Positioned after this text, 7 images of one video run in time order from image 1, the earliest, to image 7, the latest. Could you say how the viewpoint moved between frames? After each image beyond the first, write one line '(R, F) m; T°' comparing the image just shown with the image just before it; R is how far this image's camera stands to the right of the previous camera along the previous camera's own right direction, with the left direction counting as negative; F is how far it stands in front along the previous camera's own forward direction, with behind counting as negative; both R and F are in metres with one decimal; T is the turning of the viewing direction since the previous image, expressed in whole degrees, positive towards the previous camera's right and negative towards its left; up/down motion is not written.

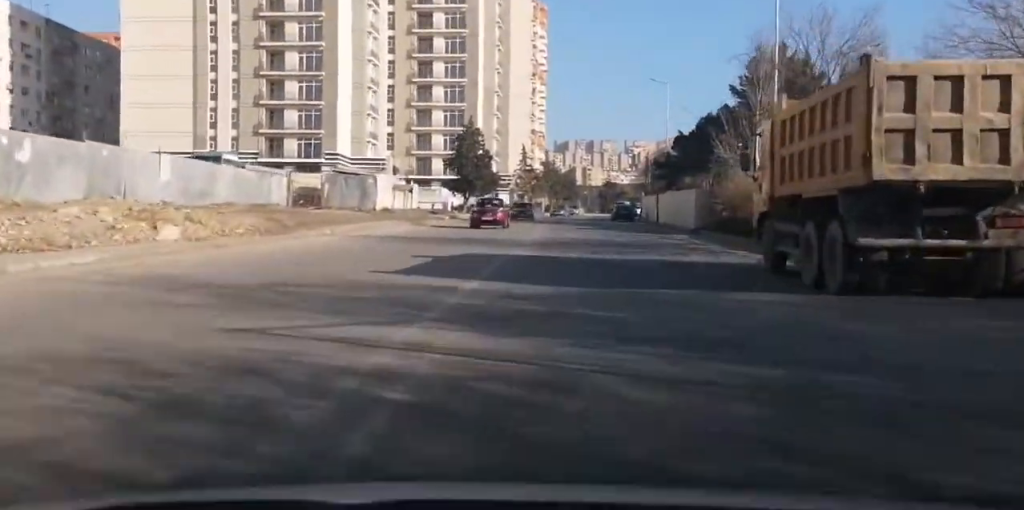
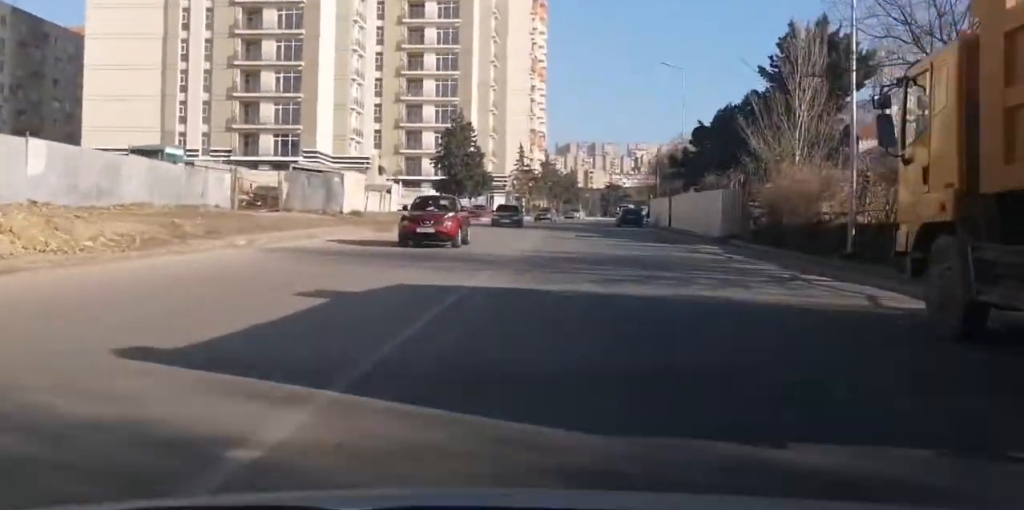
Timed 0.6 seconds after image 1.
(-0.1, +9.3) m; -1°
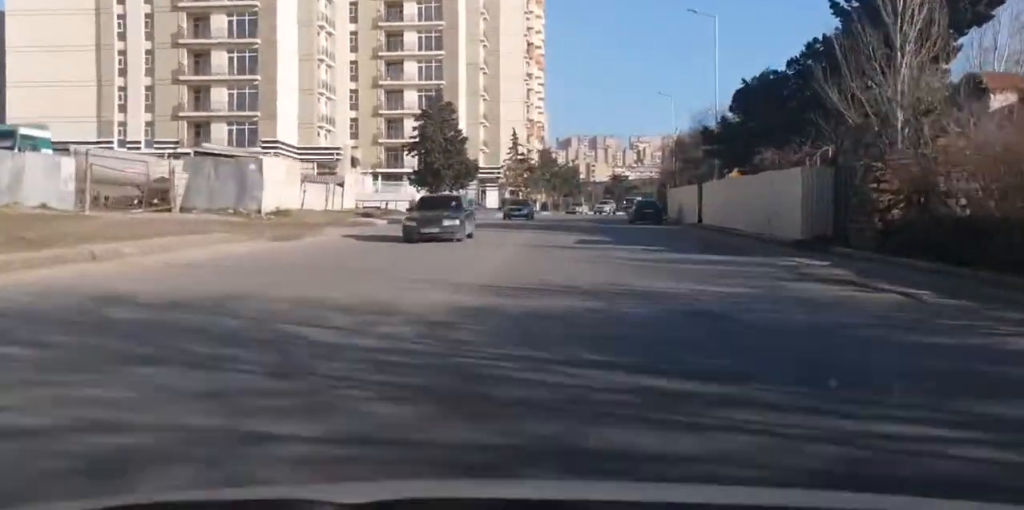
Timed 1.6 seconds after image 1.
(-0.3, +13.9) m; -1°
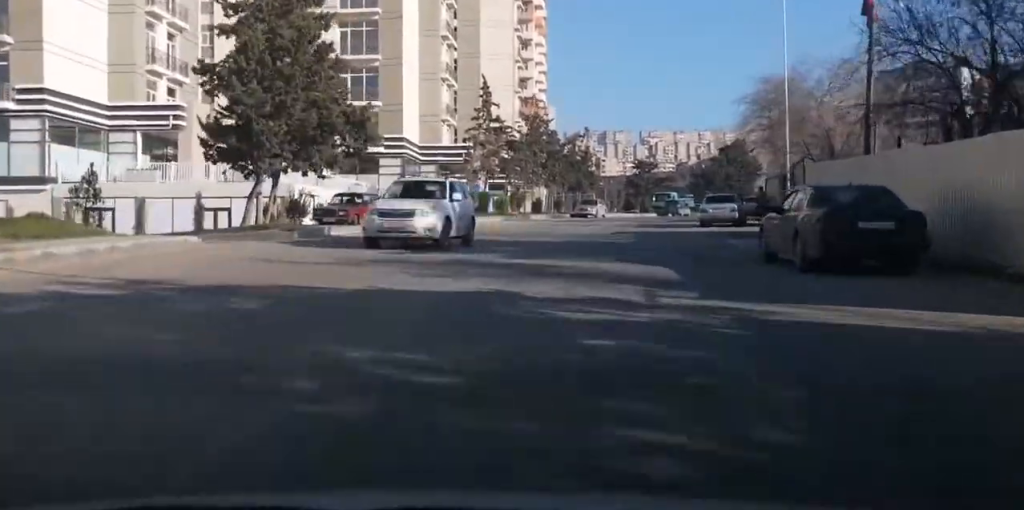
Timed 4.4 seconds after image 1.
(+0.3, +42.0) m; 0°
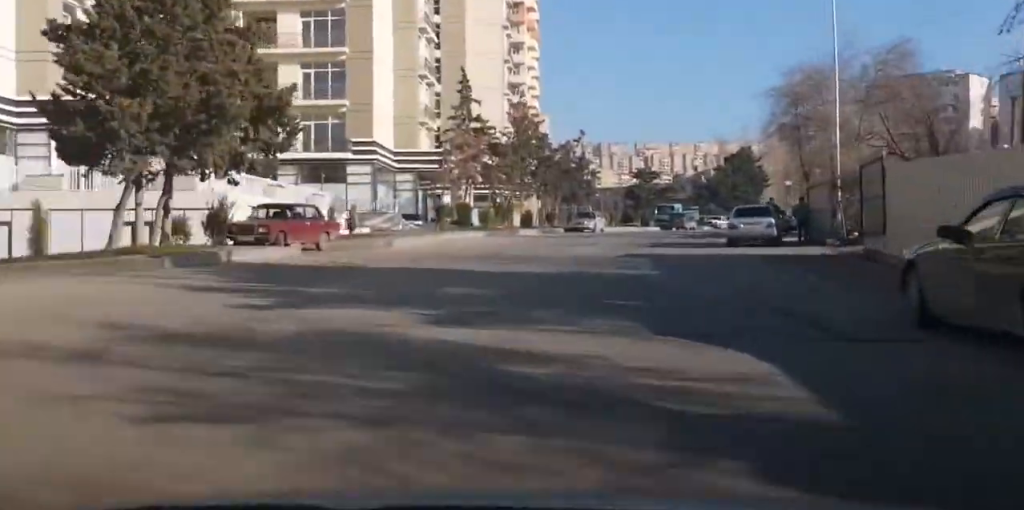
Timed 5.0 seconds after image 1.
(-0.1, +8.3) m; +1°
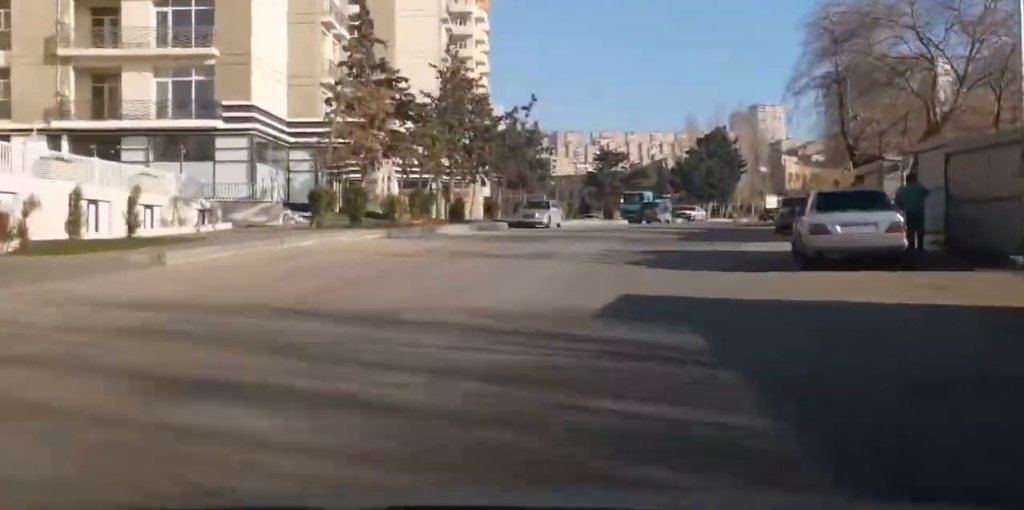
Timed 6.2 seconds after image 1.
(+0.5, +16.2) m; +3°
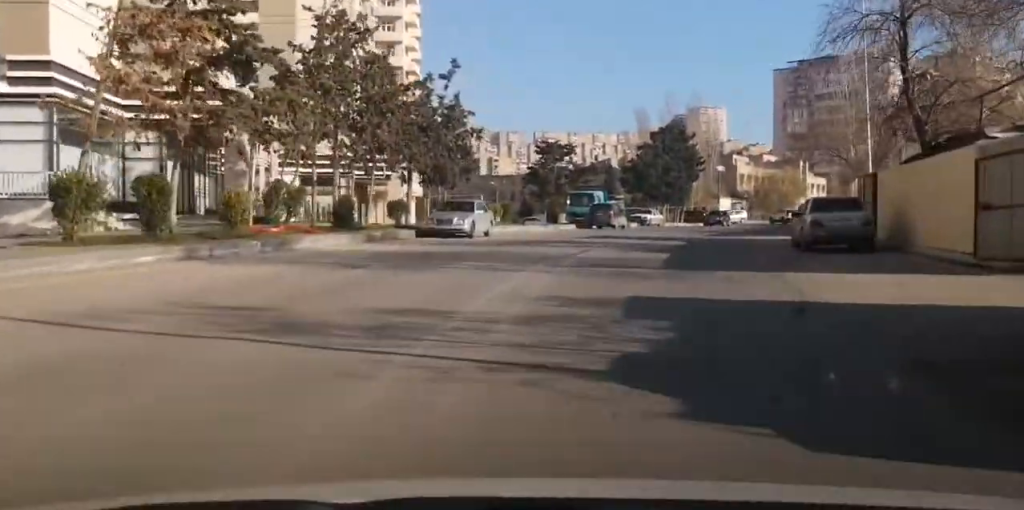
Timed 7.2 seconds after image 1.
(0.0, +12.7) m; +3°
